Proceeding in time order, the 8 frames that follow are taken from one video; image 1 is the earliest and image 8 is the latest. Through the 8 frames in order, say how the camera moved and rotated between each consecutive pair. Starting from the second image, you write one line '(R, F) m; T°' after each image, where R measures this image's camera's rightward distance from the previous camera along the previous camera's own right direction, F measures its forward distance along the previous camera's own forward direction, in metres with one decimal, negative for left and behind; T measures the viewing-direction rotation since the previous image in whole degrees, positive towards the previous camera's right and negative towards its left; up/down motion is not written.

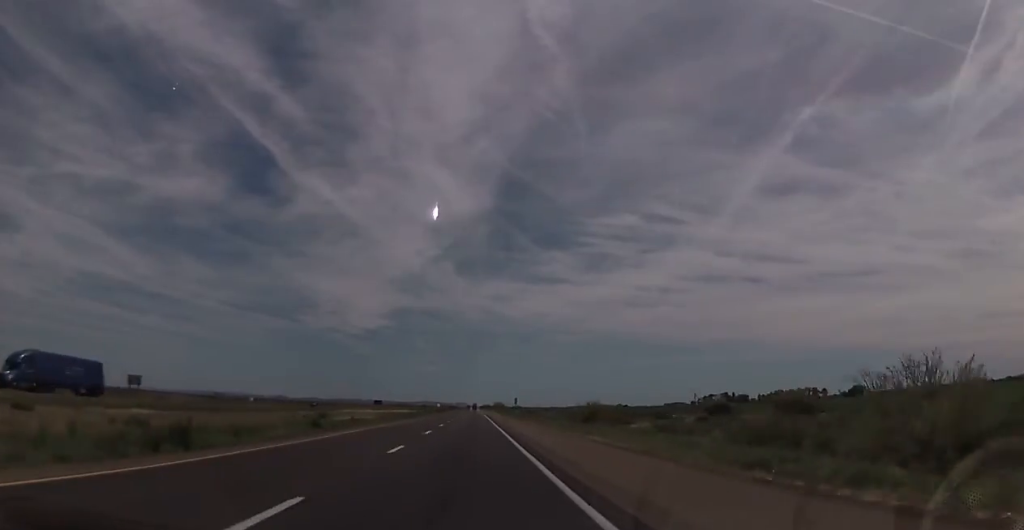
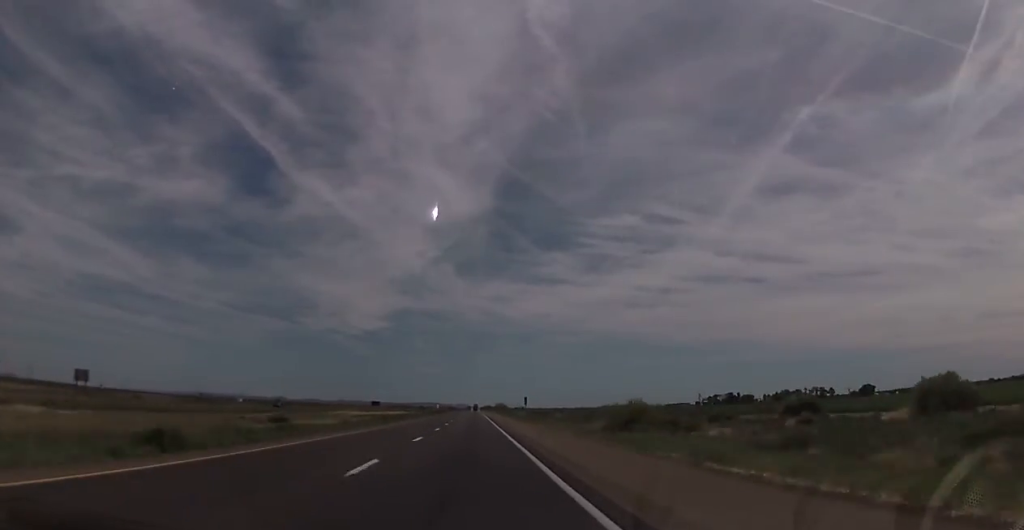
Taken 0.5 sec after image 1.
(-0.1, +18.1) m; 0°
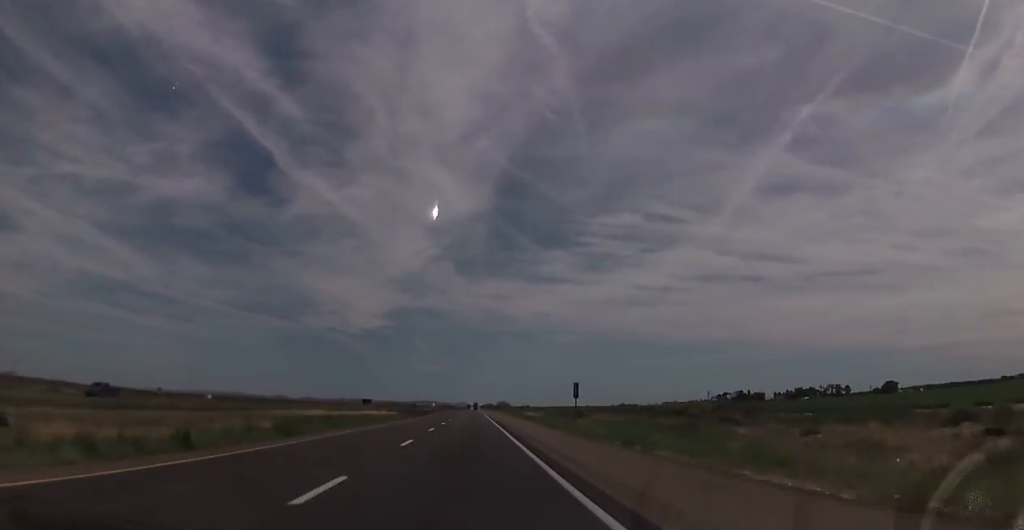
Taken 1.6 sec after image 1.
(+0.5, +41.0) m; 0°
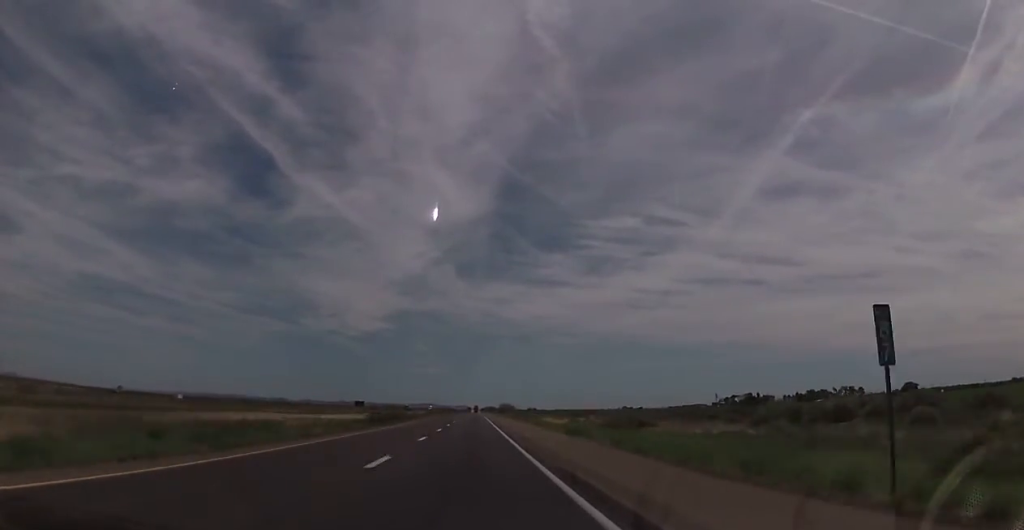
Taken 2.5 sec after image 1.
(-0.3, +31.6) m; -1°
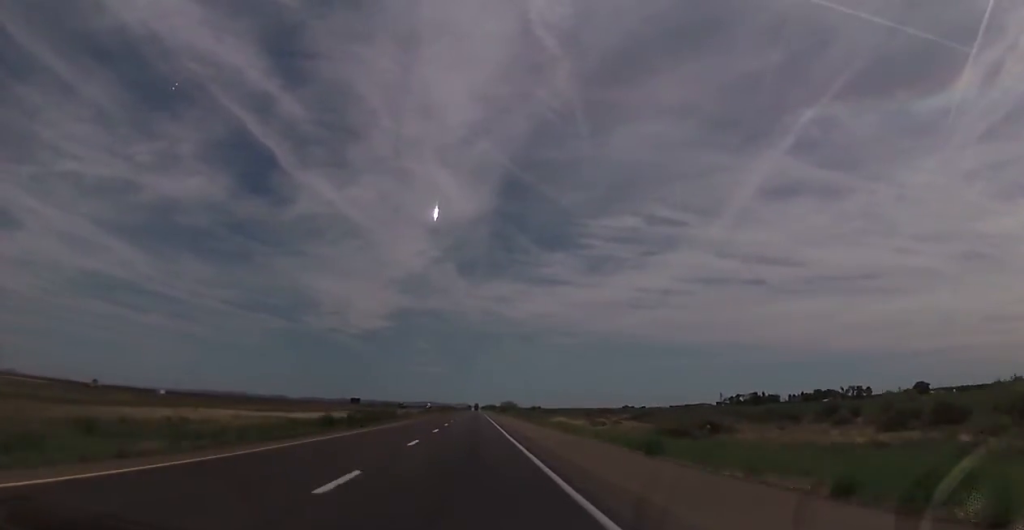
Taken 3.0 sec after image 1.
(-0.1, +17.1) m; 0°
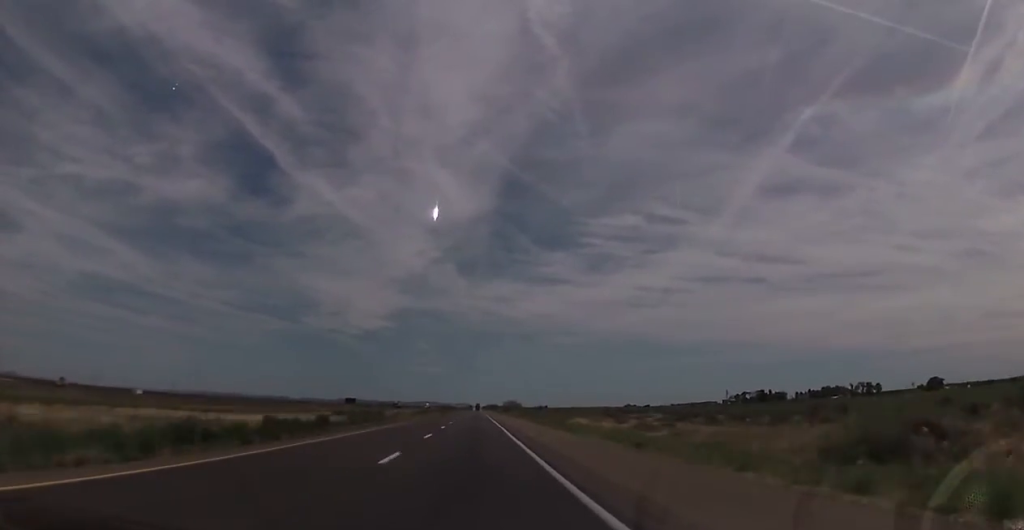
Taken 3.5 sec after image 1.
(0.0, +19.6) m; 0°
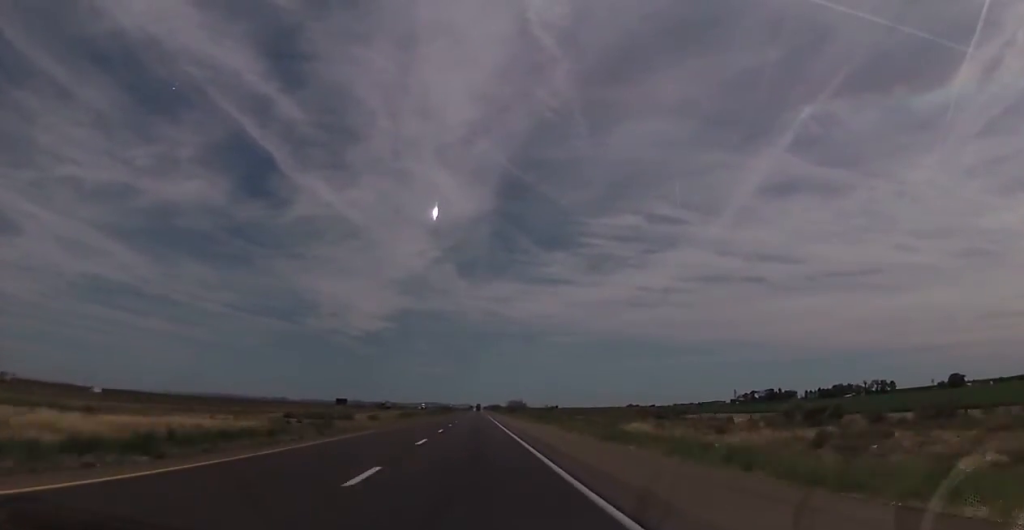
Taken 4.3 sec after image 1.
(0.0, +29.7) m; 0°
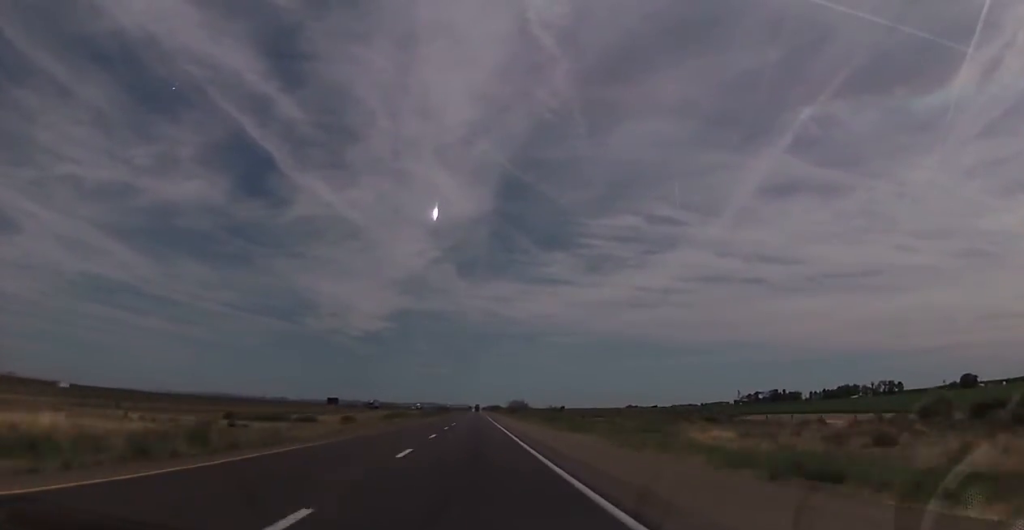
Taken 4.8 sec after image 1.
(-0.1, +18.6) m; 0°
